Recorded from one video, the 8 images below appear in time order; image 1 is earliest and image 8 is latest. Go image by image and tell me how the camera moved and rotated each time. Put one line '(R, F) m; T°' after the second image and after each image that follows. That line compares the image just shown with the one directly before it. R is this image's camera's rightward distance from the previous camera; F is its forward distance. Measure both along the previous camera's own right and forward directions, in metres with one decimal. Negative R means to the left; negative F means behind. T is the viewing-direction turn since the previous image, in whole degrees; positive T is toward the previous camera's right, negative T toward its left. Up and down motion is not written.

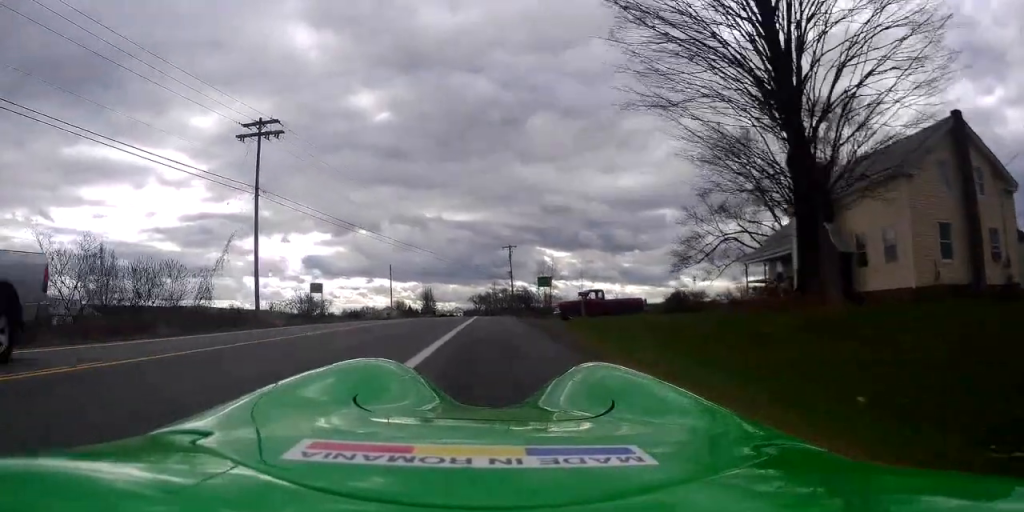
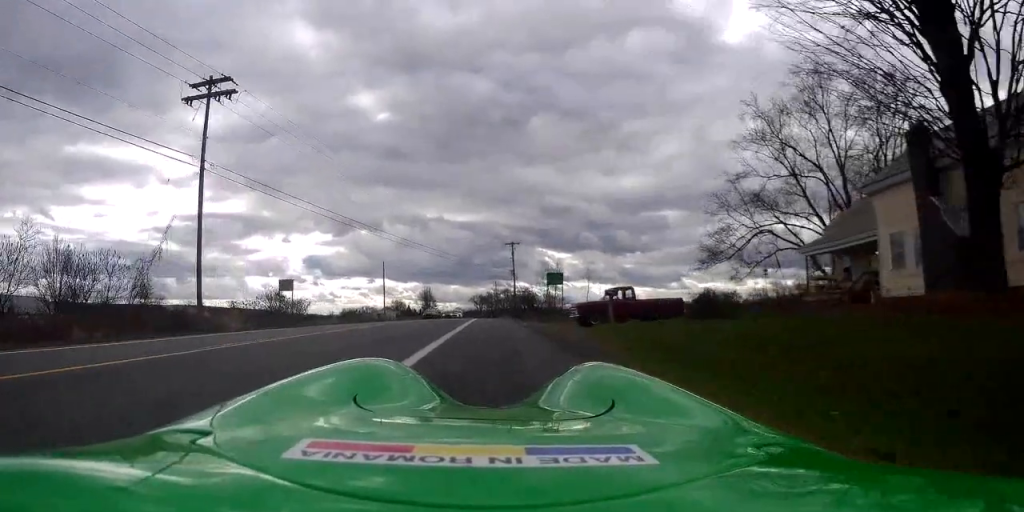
(-0.2, +6.9) m; -1°
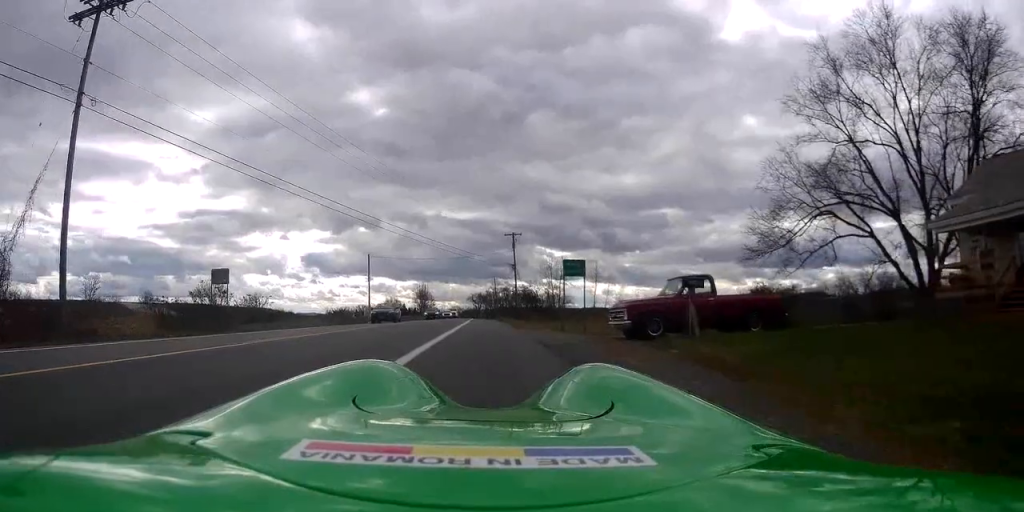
(+0.2, +9.6) m; +3°
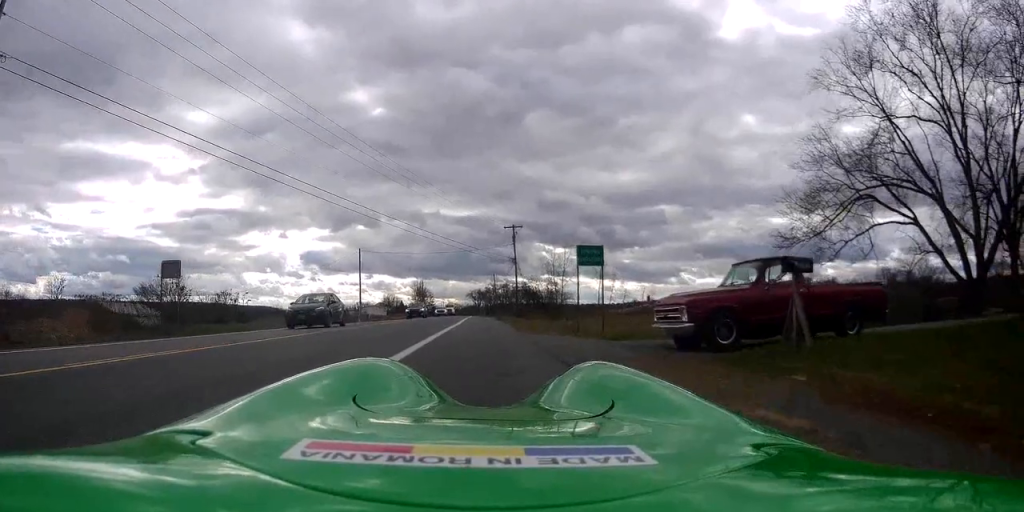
(0.0, +4.9) m; 0°
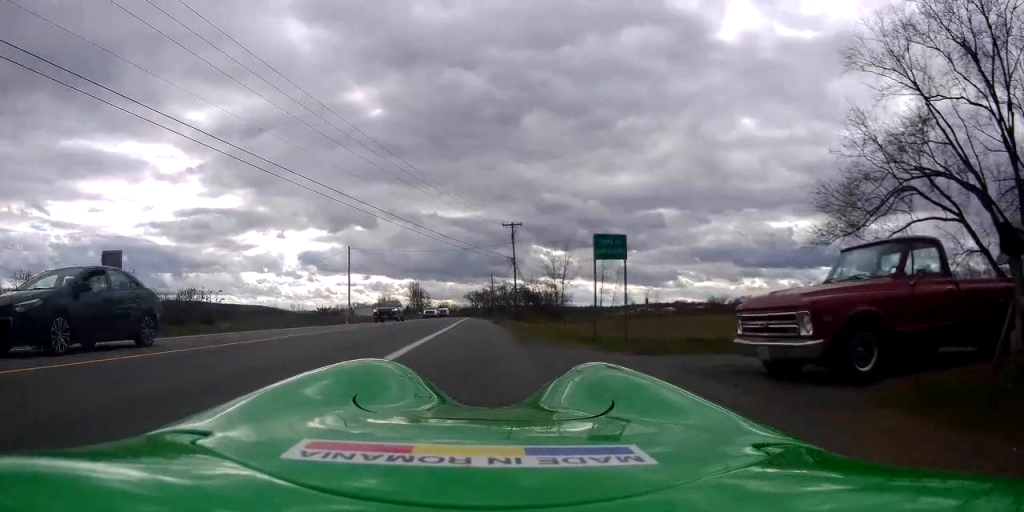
(0.0, +4.6) m; 0°
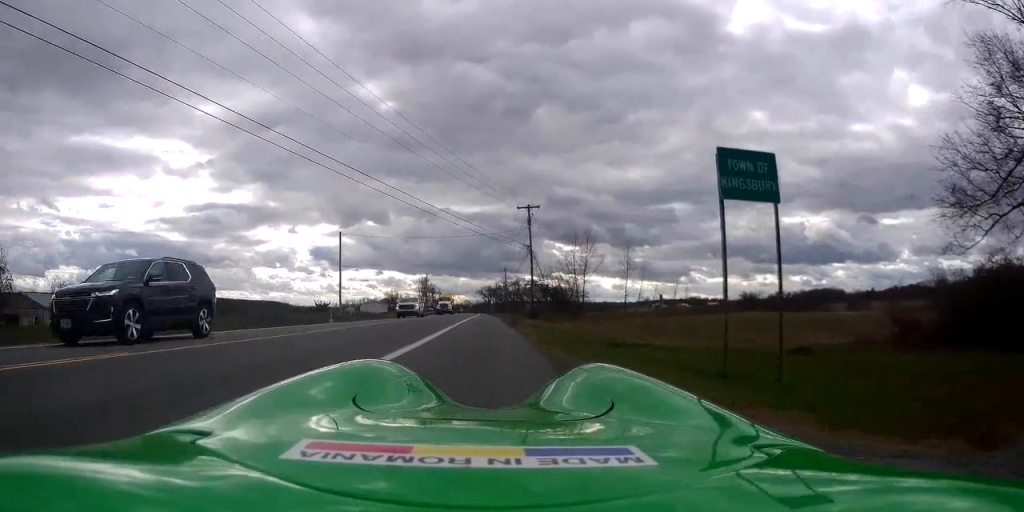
(+0.1, +9.3) m; -2°
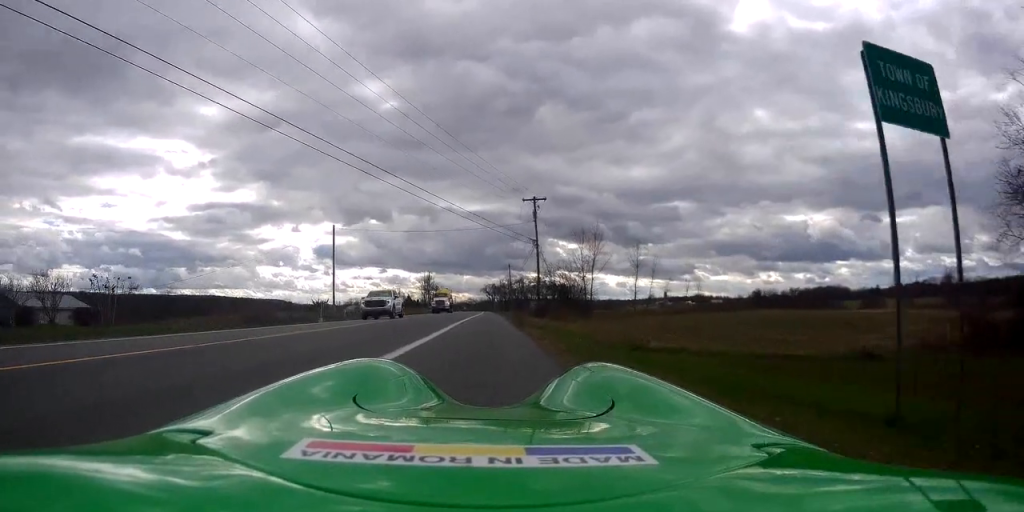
(+0.2, +3.9) m; -4°
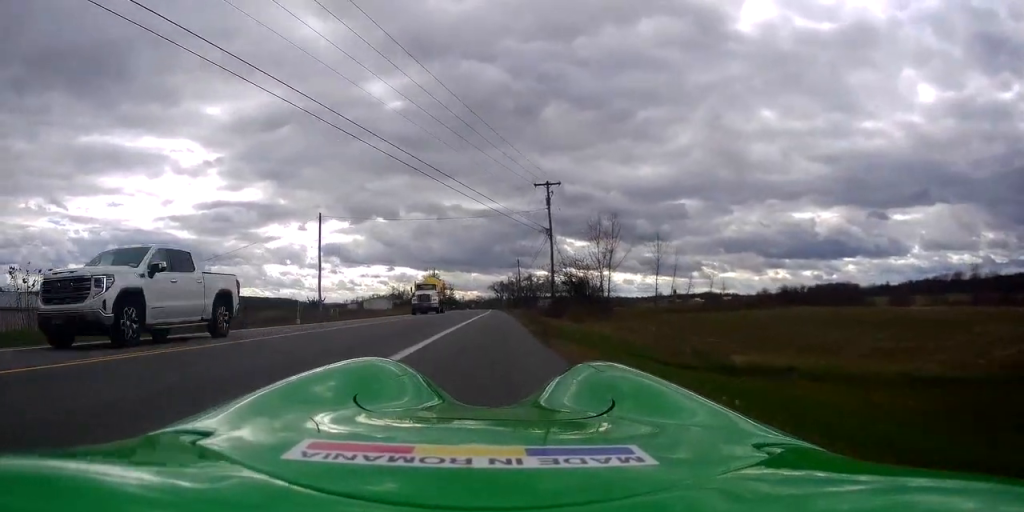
(-0.8, +6.9) m; 0°
